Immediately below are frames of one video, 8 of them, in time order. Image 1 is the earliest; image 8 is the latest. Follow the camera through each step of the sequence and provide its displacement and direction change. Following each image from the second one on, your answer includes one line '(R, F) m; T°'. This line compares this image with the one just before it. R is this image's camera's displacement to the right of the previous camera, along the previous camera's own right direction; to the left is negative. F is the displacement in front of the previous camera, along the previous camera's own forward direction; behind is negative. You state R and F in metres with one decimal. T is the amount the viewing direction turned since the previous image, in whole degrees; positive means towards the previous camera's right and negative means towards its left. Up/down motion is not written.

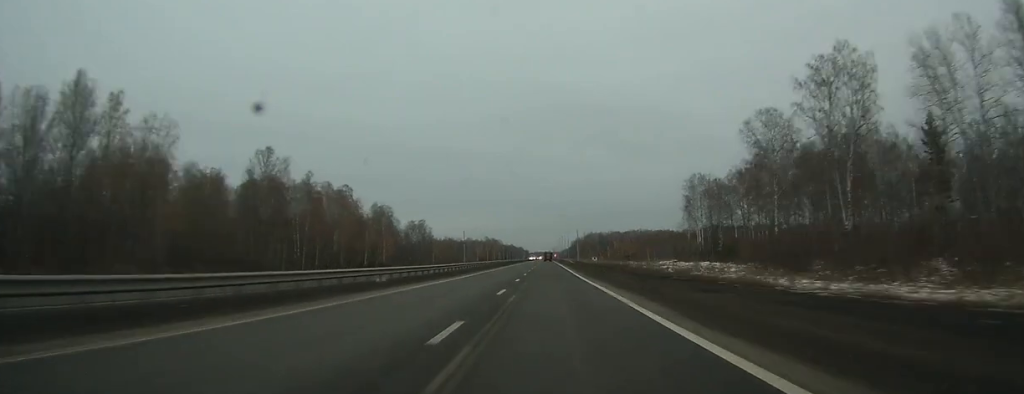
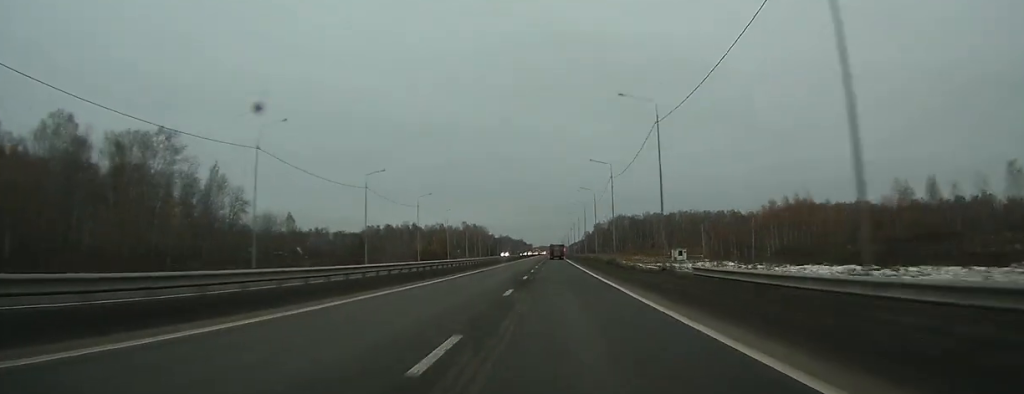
(-0.9, +195.3) m; -1°
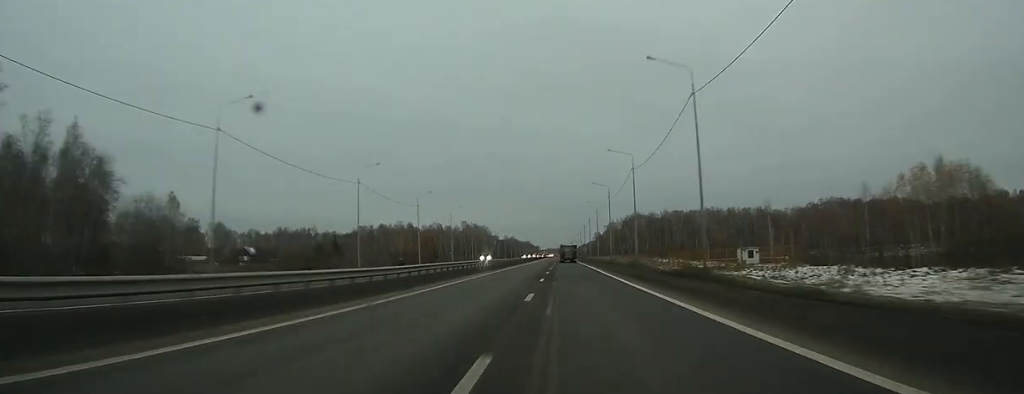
(-0.1, +38.0) m; 0°
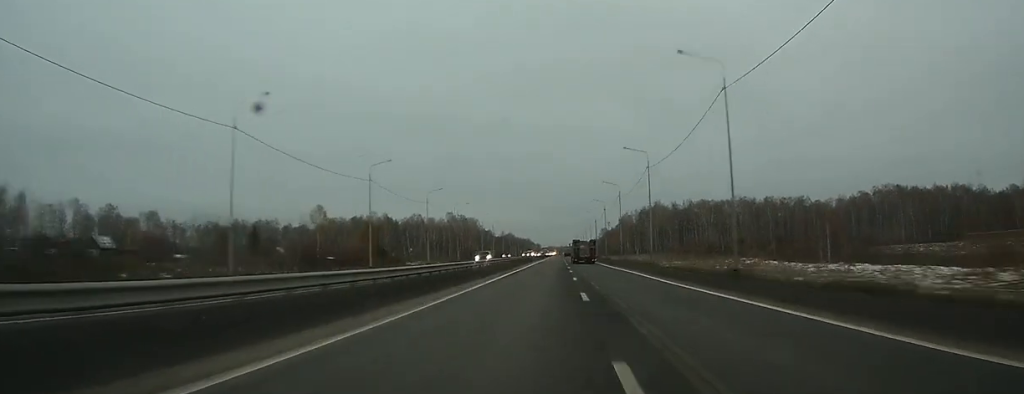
(-0.3, +60.7) m; 0°
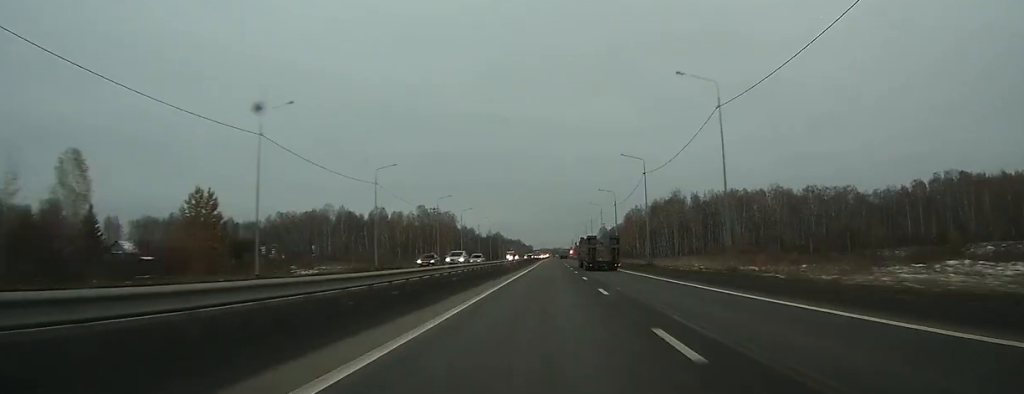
(-0.1, +57.7) m; 0°
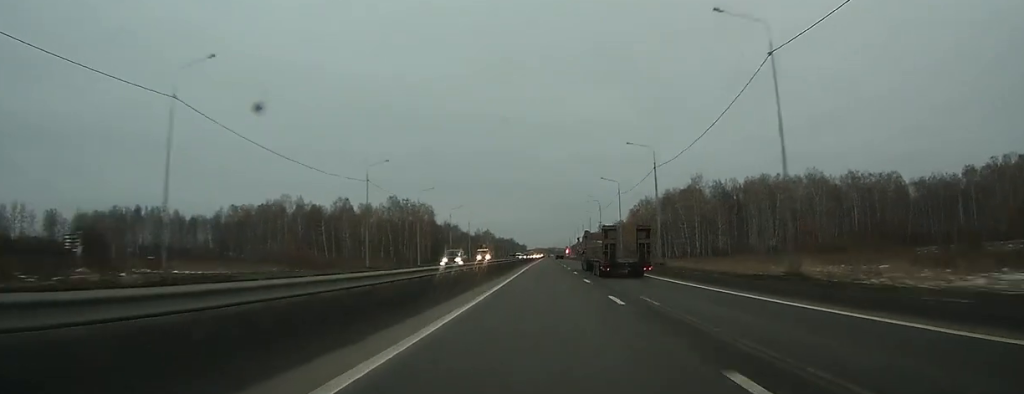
(-0.1, +40.7) m; 0°
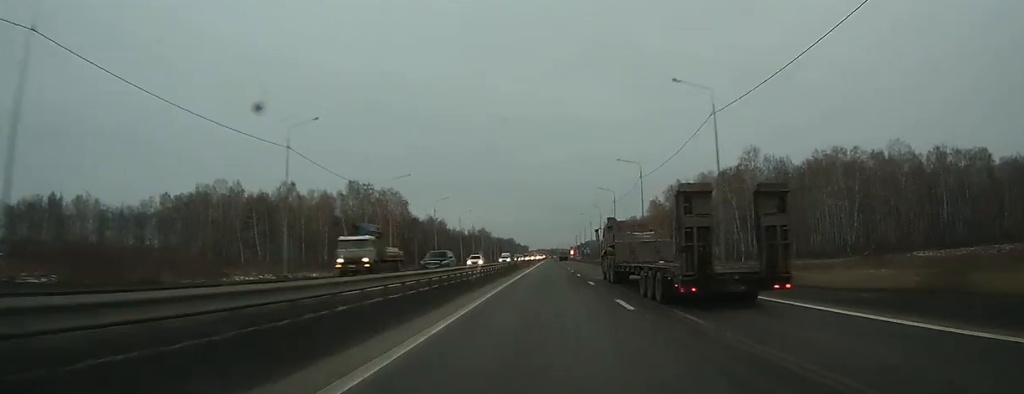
(+0.6, +49.9) m; 0°
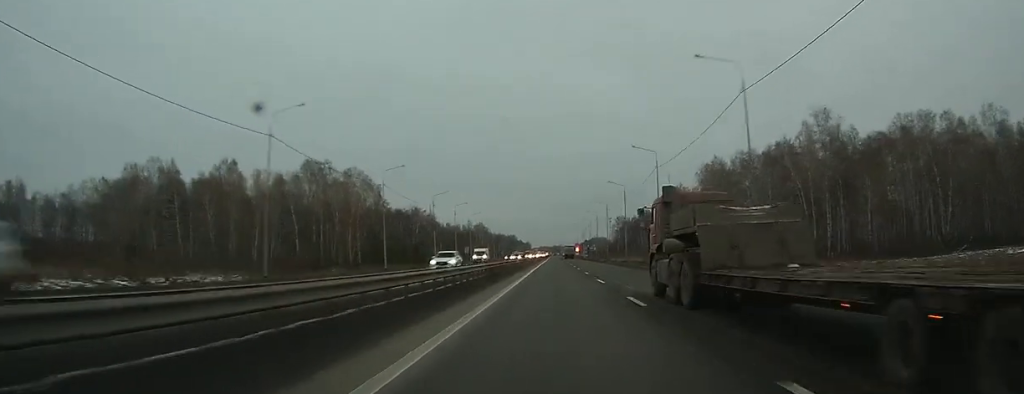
(0.0, +35.4) m; 0°
